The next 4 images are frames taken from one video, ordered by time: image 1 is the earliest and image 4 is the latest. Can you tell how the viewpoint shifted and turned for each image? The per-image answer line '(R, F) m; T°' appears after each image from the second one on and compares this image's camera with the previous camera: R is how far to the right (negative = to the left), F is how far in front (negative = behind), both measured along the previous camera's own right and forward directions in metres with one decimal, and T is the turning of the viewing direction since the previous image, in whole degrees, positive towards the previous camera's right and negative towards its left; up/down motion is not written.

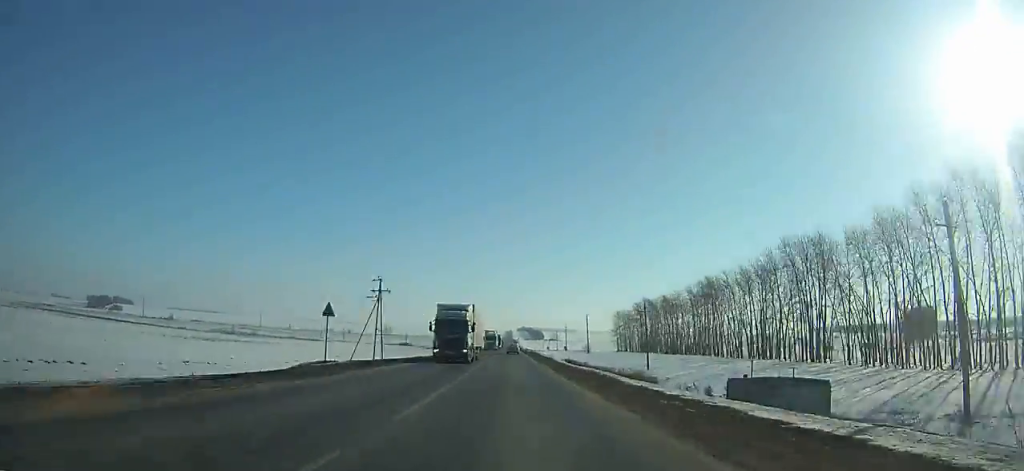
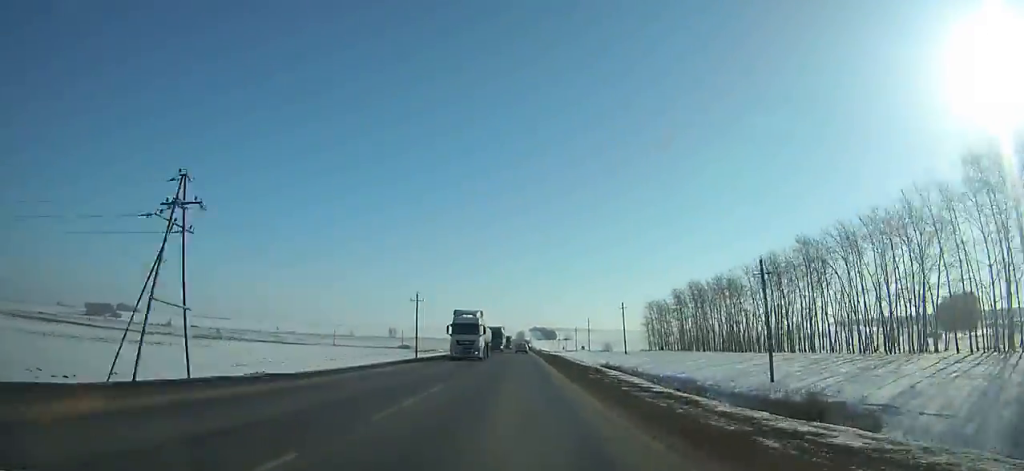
(-0.1, +35.9) m; 0°
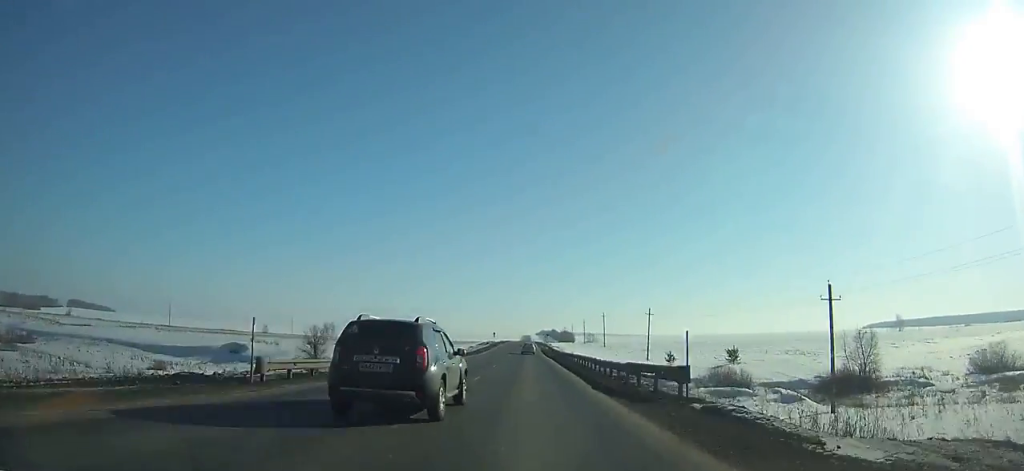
(-0.8, +219.8) m; 0°
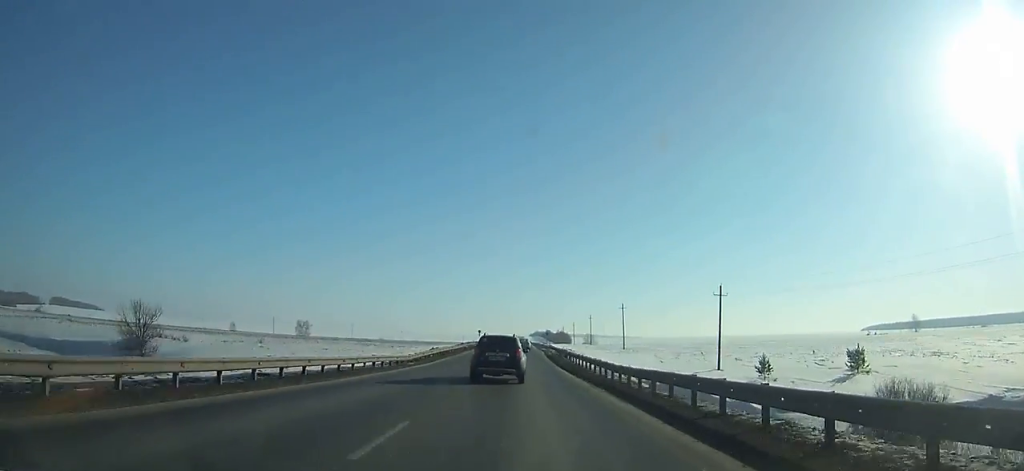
(0.0, +38.8) m; 0°
